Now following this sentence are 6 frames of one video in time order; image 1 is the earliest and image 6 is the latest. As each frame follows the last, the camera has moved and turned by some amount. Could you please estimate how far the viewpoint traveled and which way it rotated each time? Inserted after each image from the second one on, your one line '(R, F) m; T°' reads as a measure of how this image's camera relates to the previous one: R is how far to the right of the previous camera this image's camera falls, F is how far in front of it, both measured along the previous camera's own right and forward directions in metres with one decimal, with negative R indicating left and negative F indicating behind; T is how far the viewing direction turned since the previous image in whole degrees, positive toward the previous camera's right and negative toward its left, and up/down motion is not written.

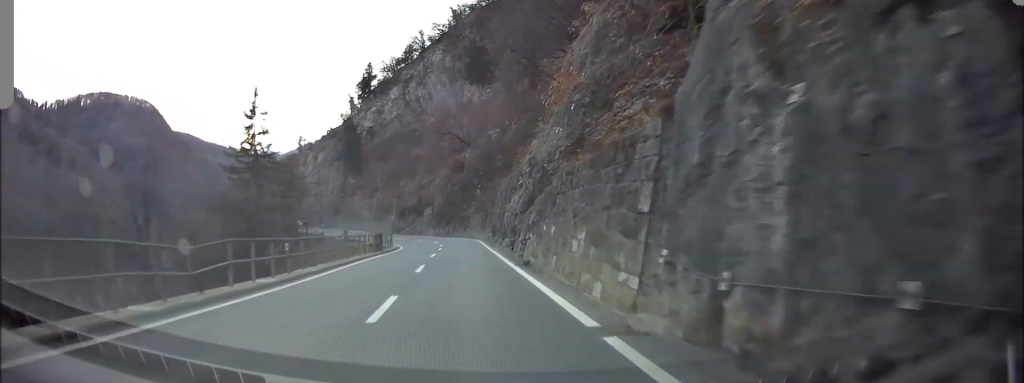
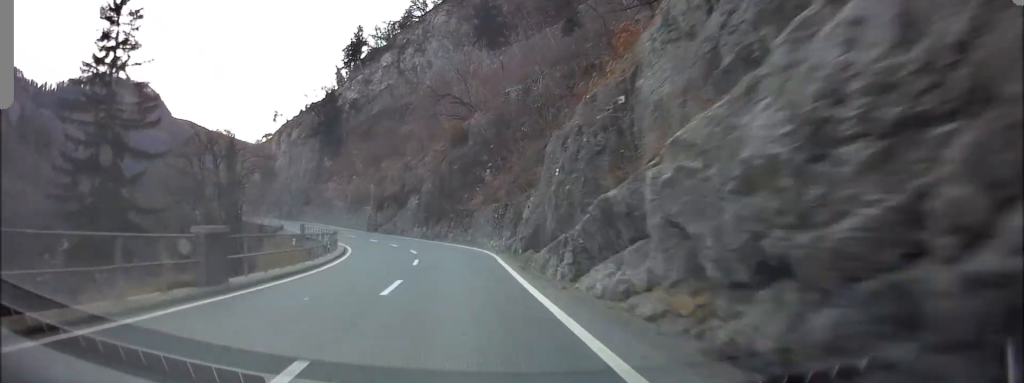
(+1.0, +22.4) m; +3°
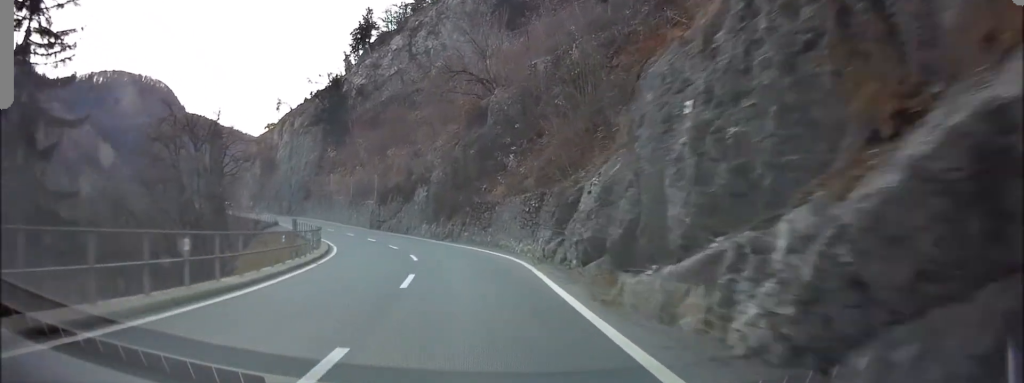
(0.0, +8.1) m; -1°
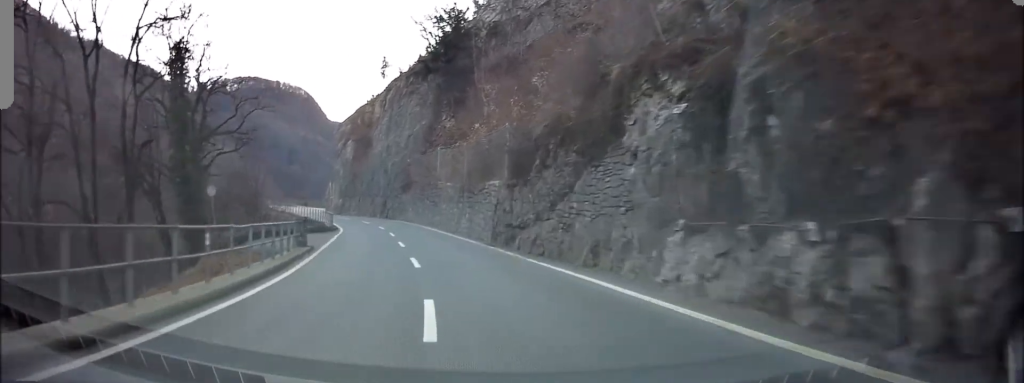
(-2.2, +30.1) m; -10°
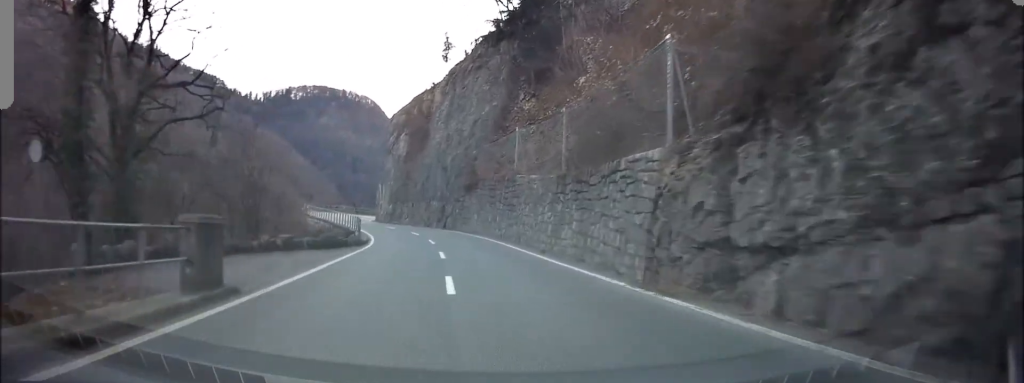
(-0.5, +13.0) m; -5°
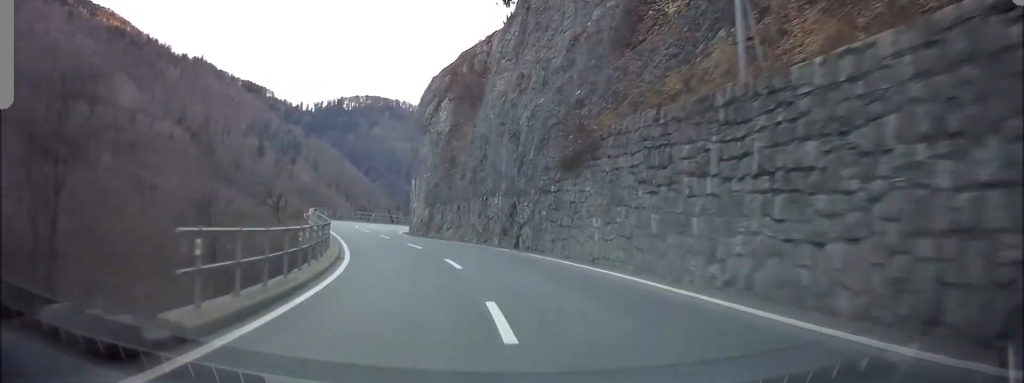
(-1.1, +20.6) m; -4°
